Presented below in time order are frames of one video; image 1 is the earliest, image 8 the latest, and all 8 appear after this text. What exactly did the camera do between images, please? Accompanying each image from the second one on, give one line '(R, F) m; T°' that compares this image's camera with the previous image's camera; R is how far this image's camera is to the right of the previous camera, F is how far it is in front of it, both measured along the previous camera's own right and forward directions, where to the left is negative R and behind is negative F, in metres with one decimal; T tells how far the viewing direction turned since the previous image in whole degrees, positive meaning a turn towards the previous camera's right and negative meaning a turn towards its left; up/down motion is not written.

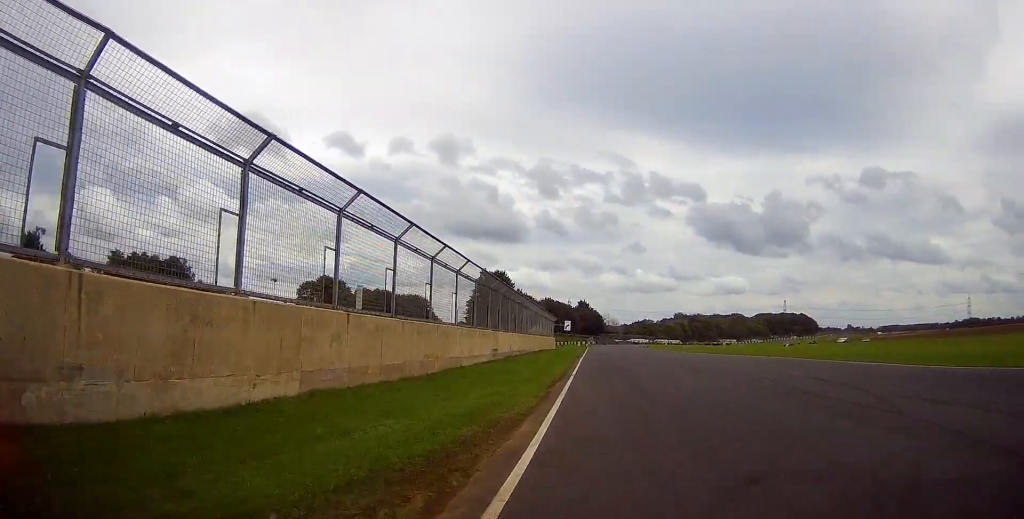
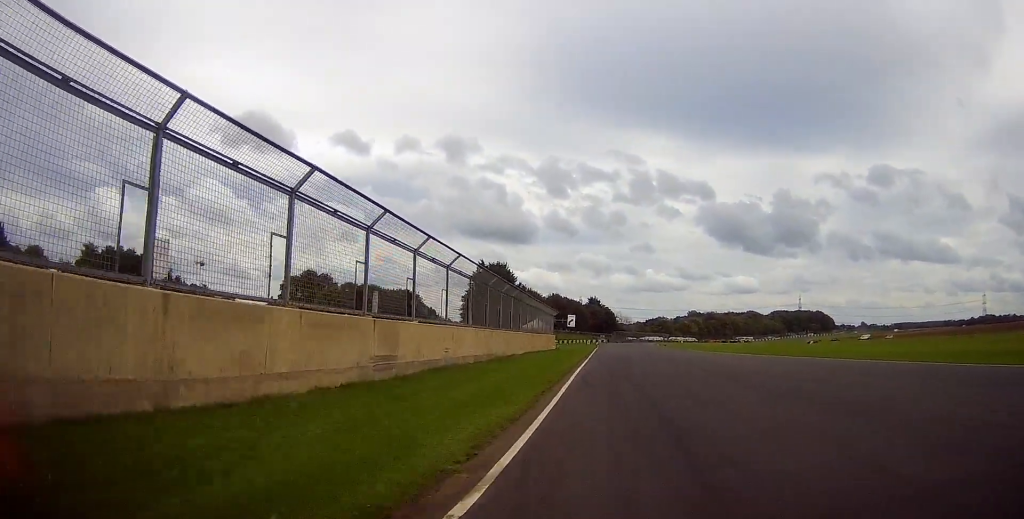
(+1.6, +16.4) m; +6°
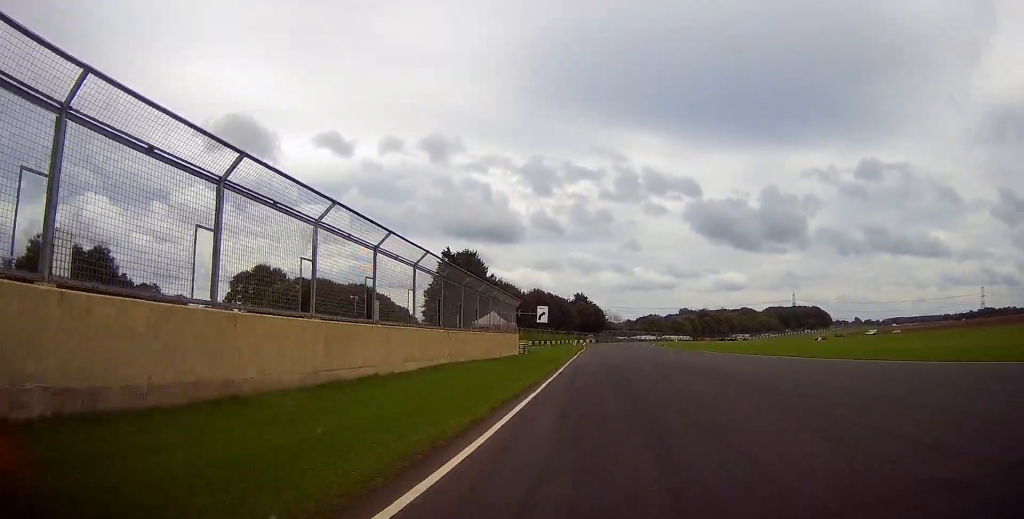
(0.0, +19.3) m; -1°
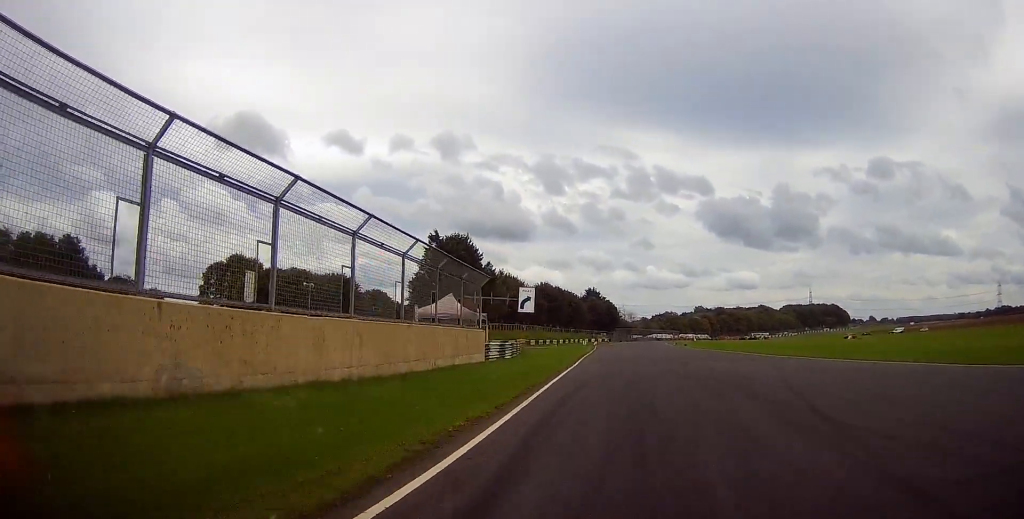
(-0.2, +16.9) m; 0°
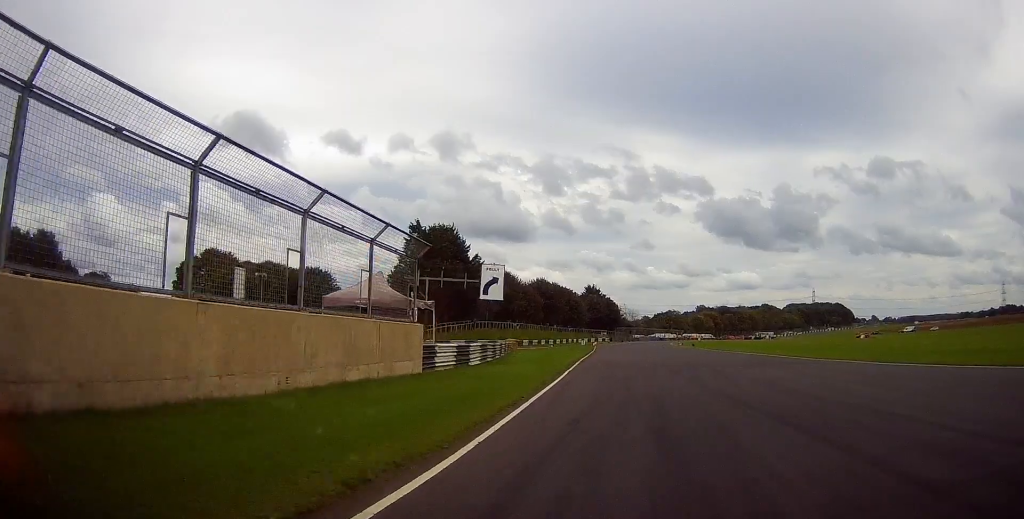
(0.0, +10.0) m; 0°
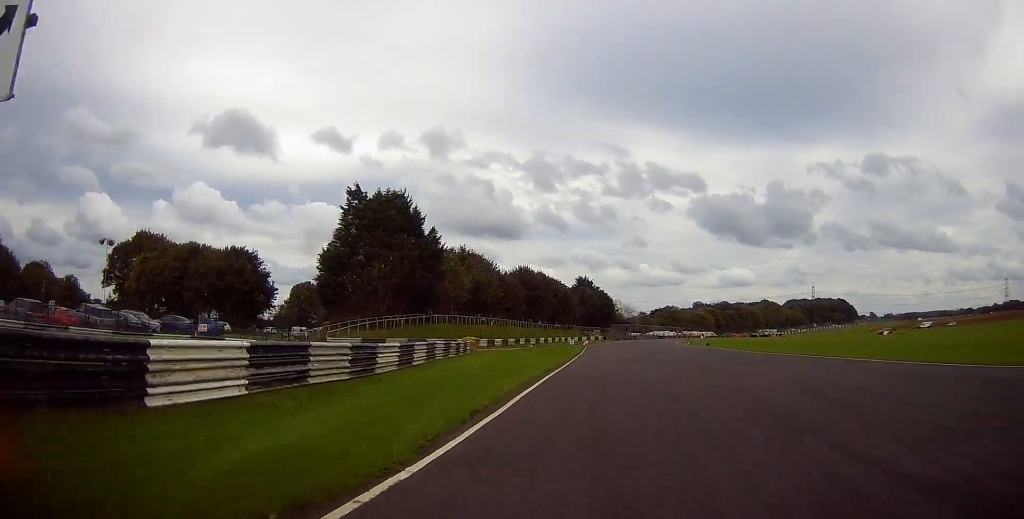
(+0.1, +20.1) m; -1°
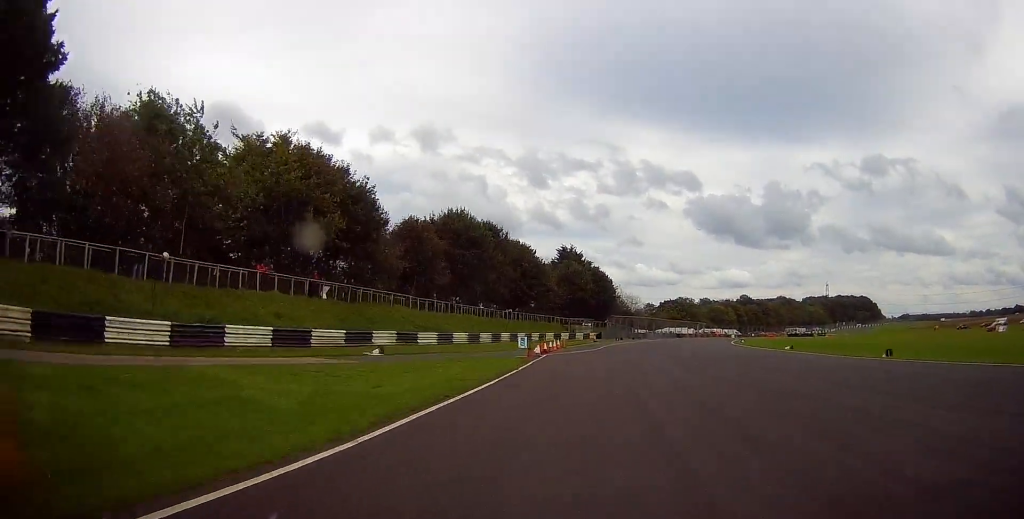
(+0.7, +56.1) m; +3°
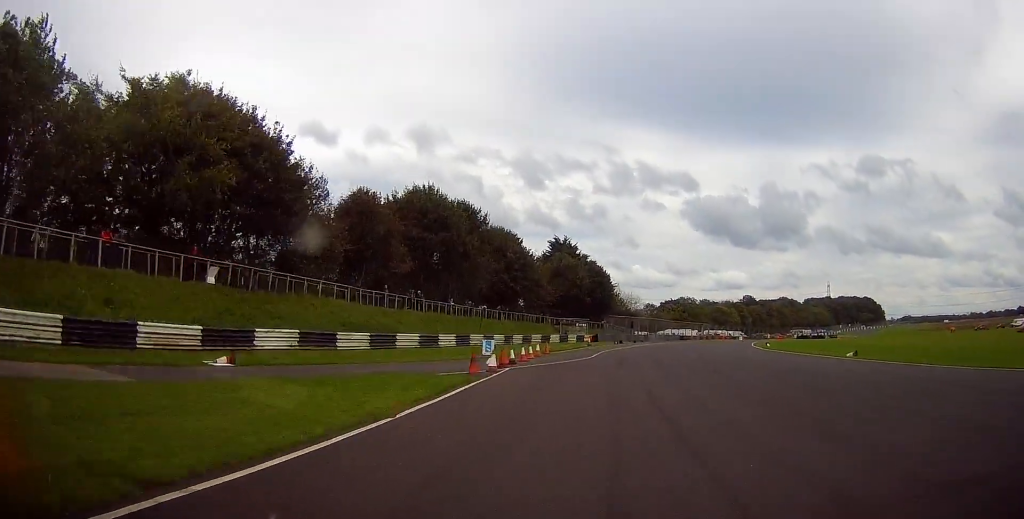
(0.0, +12.4) m; 0°
